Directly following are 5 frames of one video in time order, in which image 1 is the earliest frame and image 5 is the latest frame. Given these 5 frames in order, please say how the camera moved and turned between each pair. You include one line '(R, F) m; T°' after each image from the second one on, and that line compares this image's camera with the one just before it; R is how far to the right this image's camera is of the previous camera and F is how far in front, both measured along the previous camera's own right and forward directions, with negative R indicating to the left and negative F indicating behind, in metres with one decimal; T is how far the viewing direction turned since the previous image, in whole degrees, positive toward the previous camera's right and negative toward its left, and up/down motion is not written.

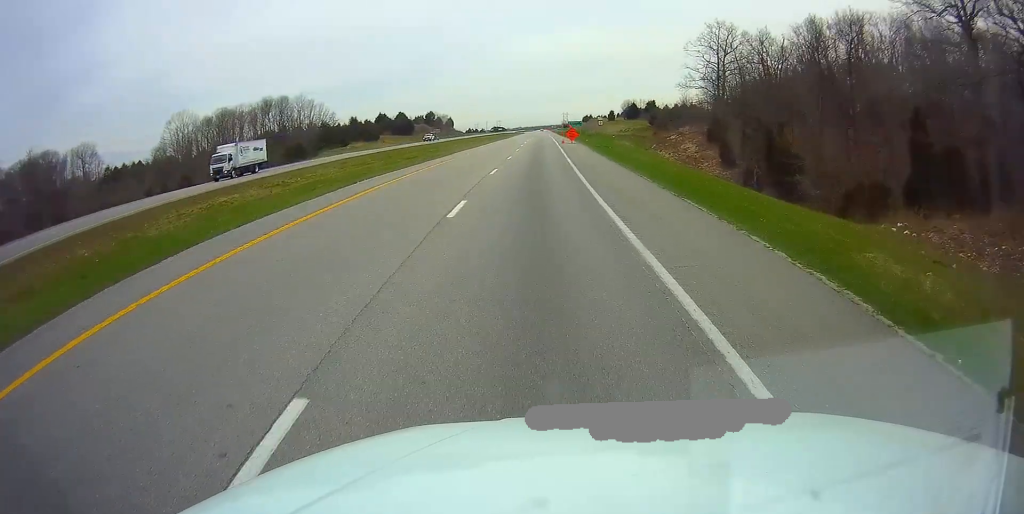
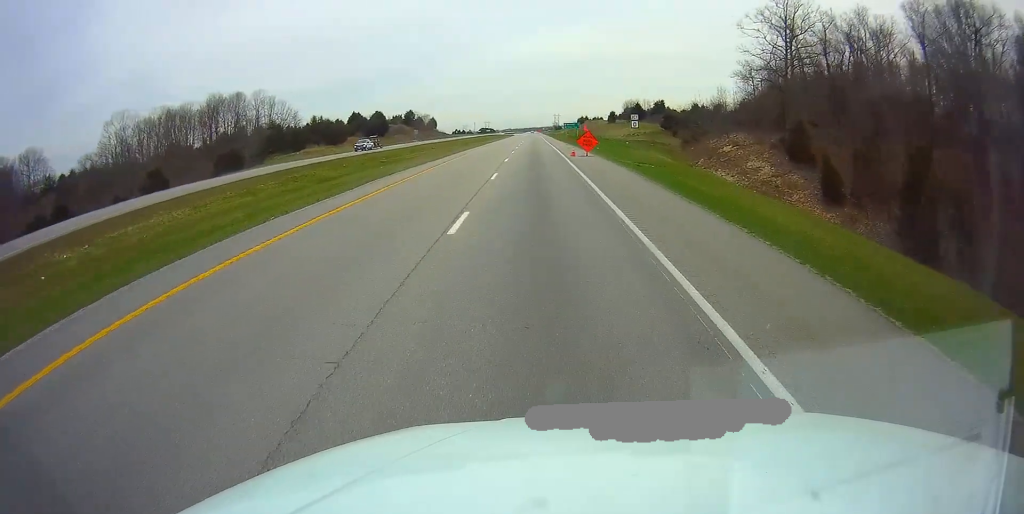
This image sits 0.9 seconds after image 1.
(+0.5, +26.3) m; 0°
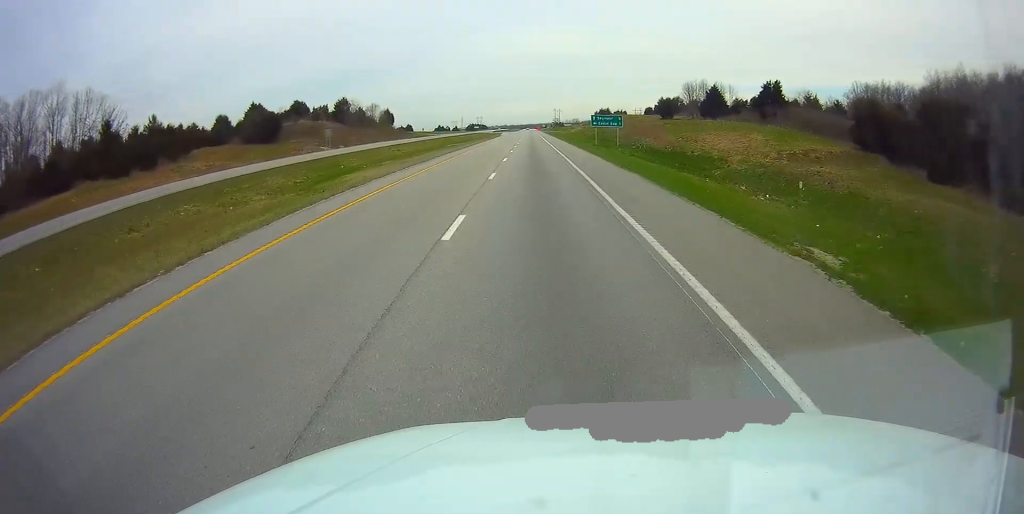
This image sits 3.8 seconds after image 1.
(-0.1, +86.6) m; 0°
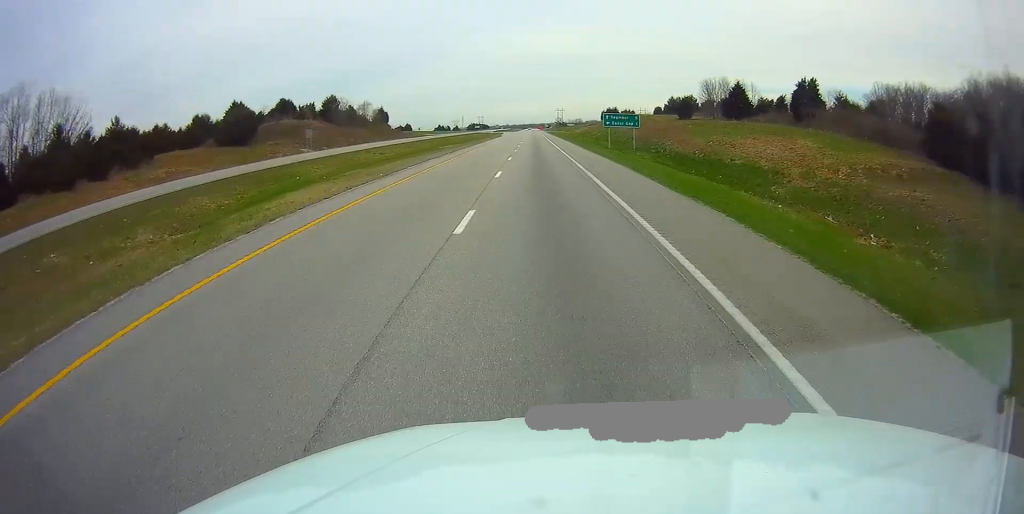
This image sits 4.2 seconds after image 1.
(+0.1, +11.9) m; 0°
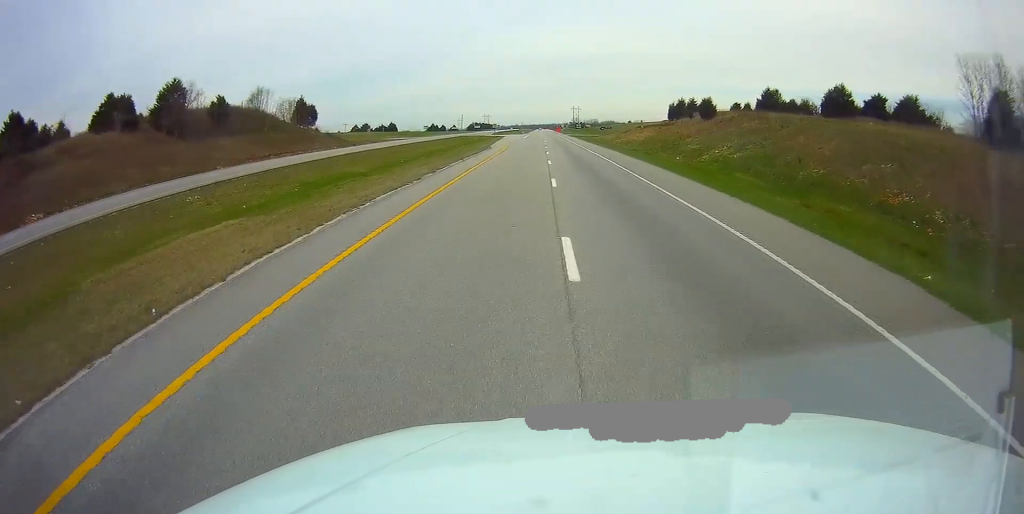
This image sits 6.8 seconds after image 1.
(-0.4, +76.9) m; -1°
